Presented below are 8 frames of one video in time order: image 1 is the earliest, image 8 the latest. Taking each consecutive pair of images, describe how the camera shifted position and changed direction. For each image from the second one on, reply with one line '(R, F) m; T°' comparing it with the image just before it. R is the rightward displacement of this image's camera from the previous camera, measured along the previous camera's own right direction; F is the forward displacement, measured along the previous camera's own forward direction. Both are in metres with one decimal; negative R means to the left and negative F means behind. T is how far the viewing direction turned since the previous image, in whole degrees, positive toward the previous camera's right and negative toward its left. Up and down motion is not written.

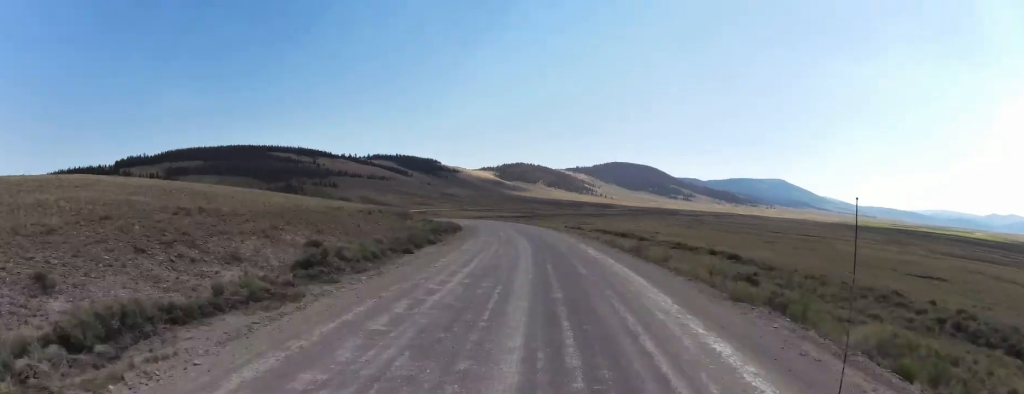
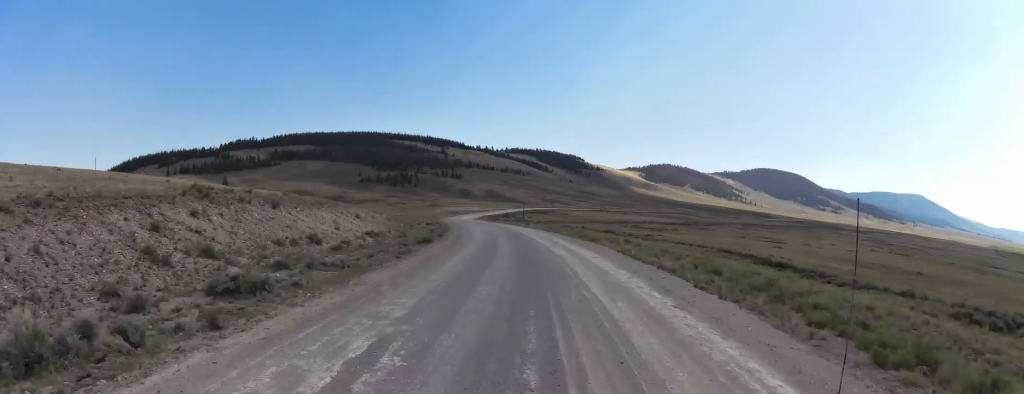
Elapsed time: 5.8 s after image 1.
(-15.4, +105.6) m; -7°
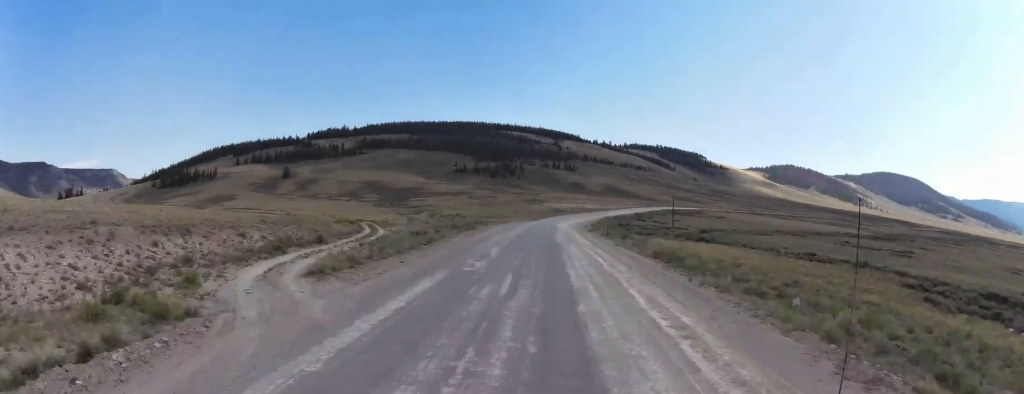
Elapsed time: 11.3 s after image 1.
(-5.7, +103.8) m; +2°
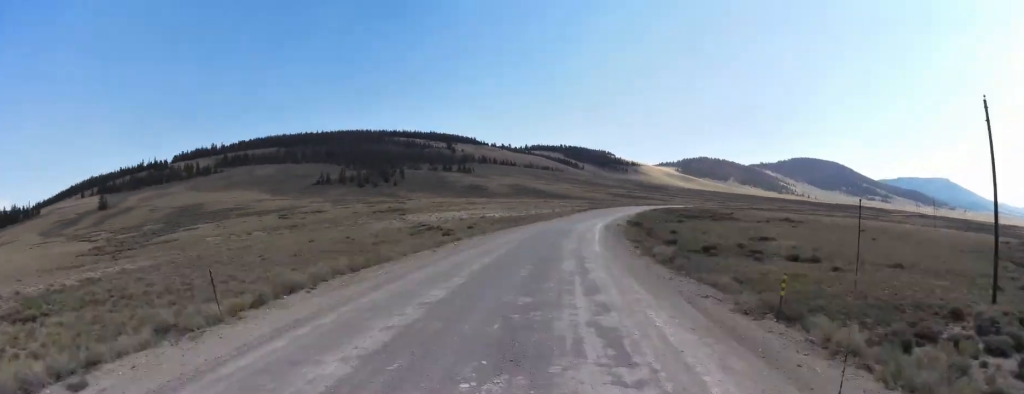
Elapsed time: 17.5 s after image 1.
(+4.2, +117.6) m; +14°
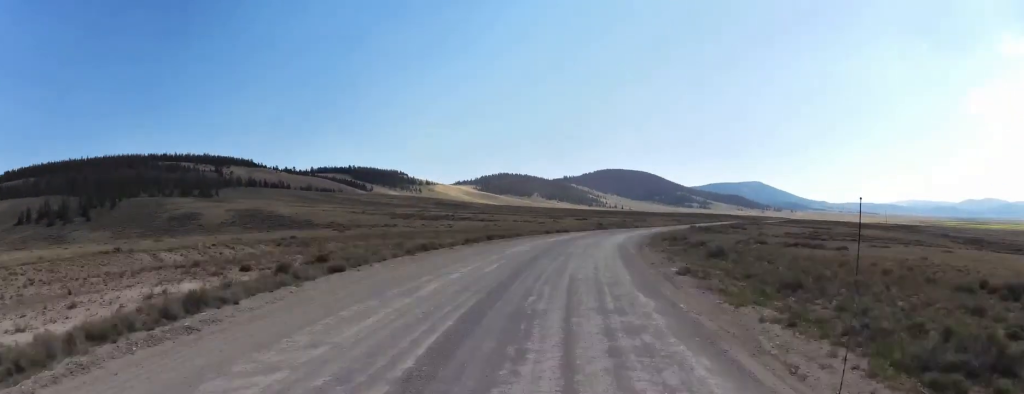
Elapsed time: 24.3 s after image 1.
(+22.0, +128.0) m; +22°
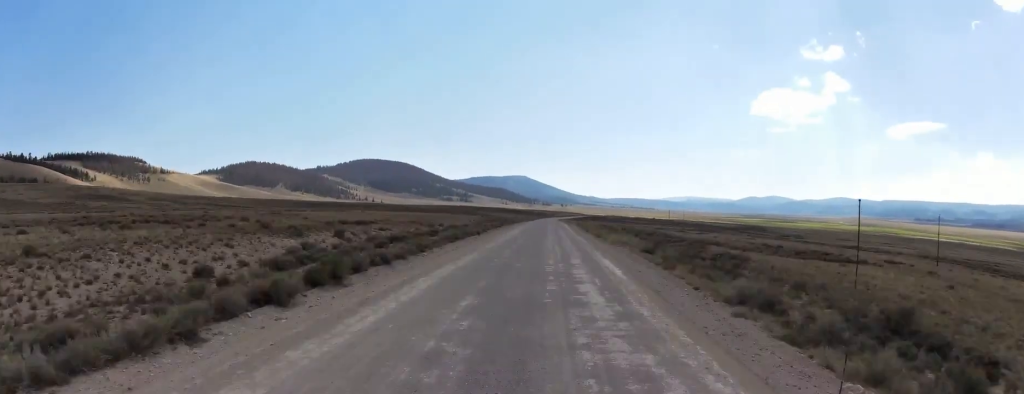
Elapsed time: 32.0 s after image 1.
(+33.1, +151.7) m; +13°
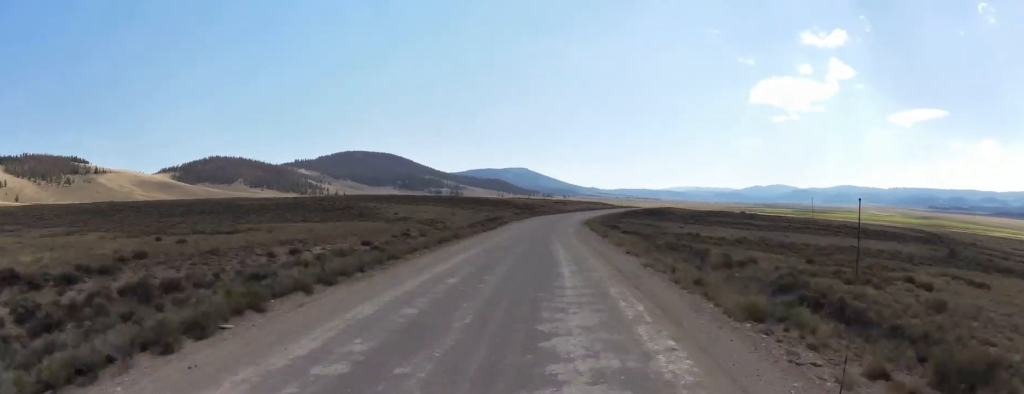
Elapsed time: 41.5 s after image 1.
(+5.4, +195.7) m; +6°
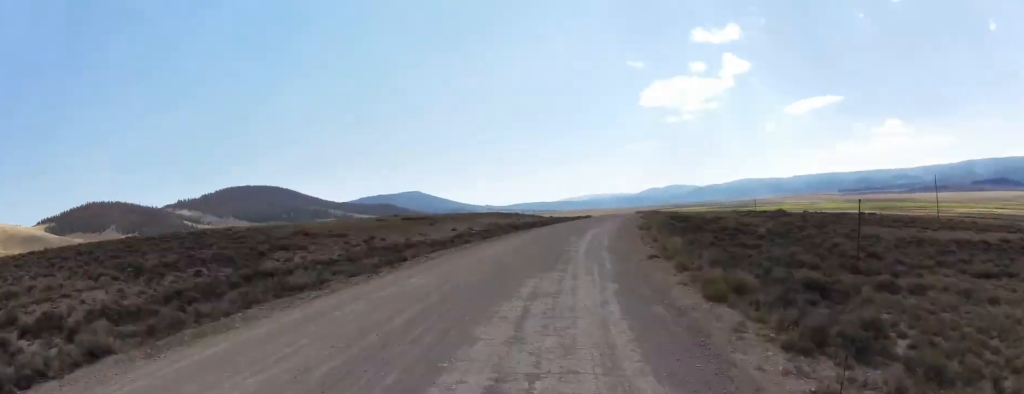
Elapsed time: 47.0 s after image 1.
(+3.1, +114.5) m; +6°
